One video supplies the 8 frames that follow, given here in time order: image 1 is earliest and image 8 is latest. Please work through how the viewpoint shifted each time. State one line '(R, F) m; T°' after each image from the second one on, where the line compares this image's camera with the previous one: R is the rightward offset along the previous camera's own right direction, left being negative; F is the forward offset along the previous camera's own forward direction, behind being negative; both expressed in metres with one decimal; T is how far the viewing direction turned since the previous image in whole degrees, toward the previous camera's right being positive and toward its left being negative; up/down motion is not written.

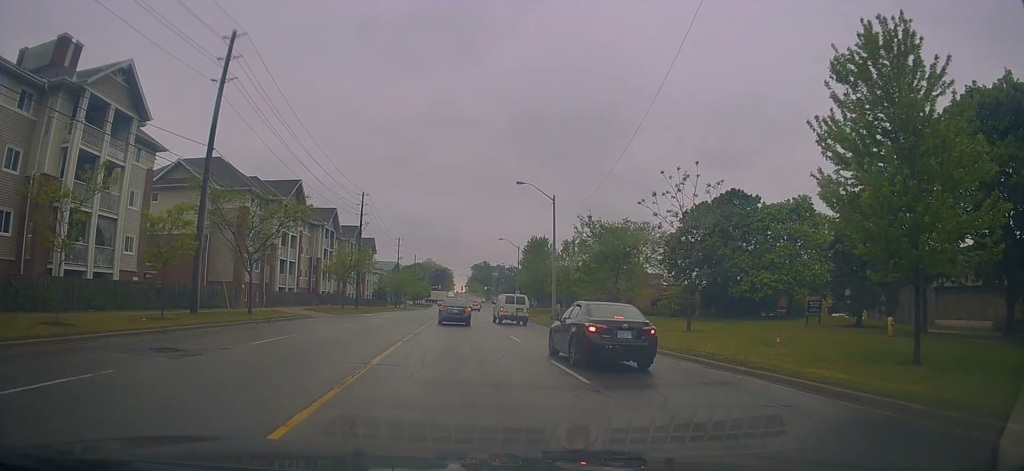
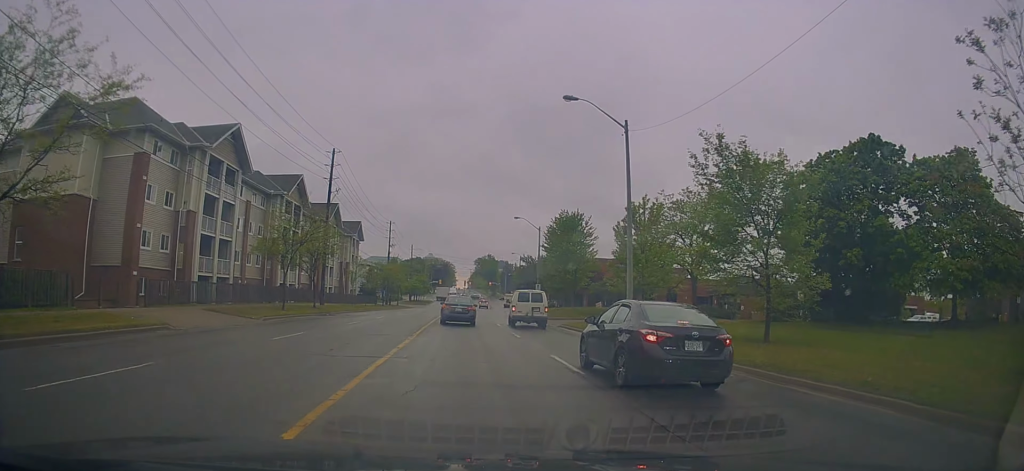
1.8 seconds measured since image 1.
(-0.7, +19.9) m; -2°
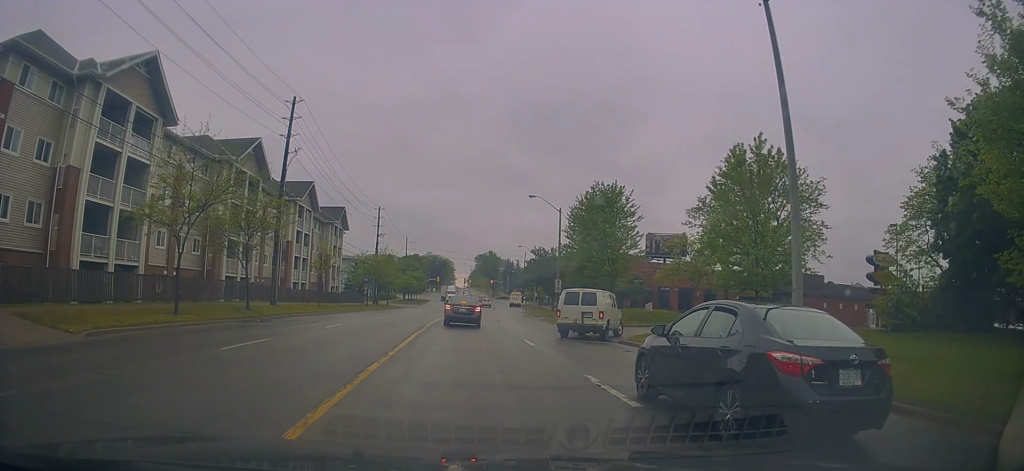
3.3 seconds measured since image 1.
(+0.5, +14.7) m; +3°
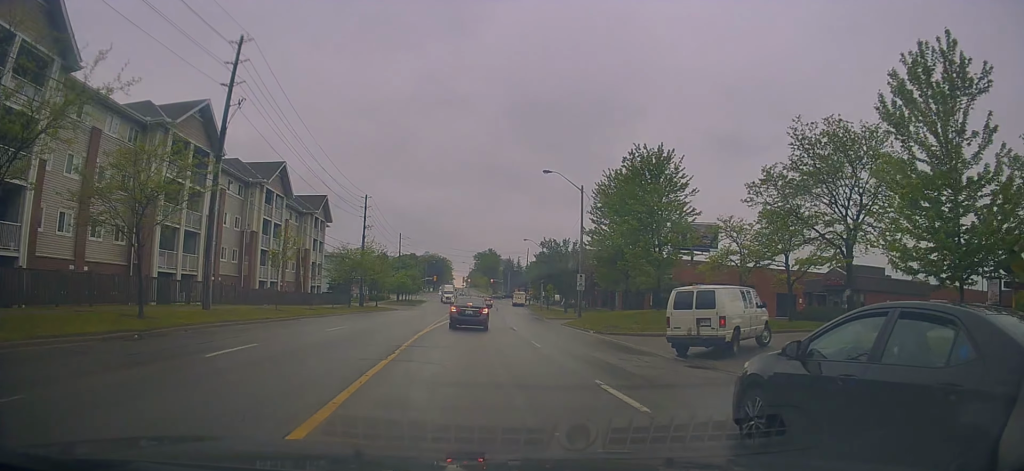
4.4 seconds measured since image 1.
(-0.1, +10.8) m; -4°
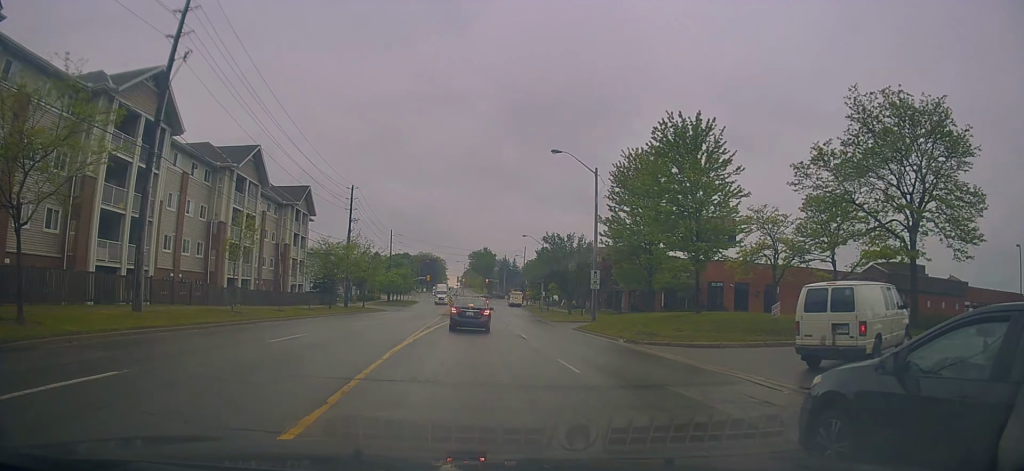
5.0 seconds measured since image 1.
(-0.4, +6.0) m; 0°
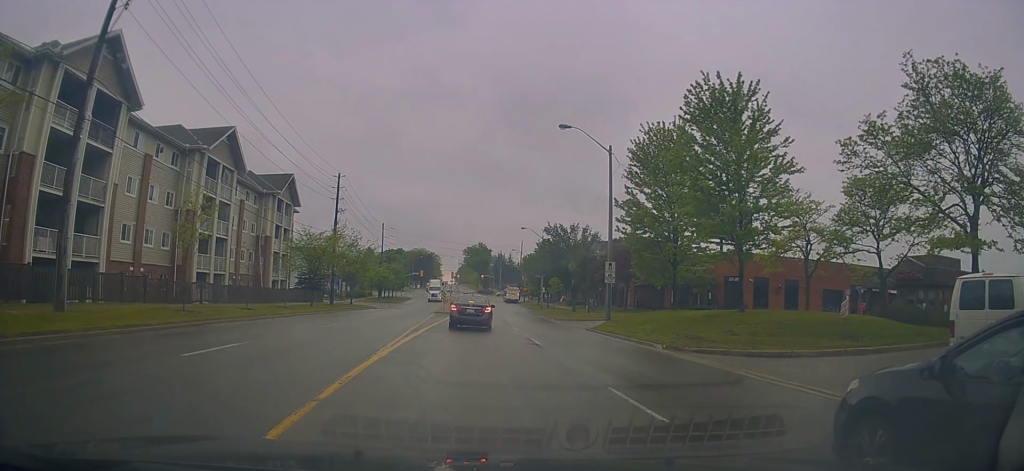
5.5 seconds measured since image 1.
(0.0, +5.0) m; +1°
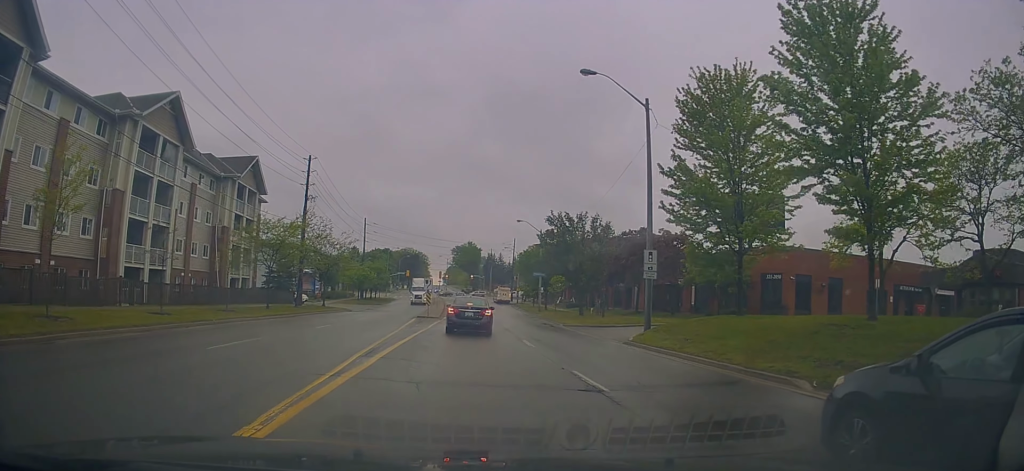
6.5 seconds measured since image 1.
(+0.4, +8.9) m; +2°
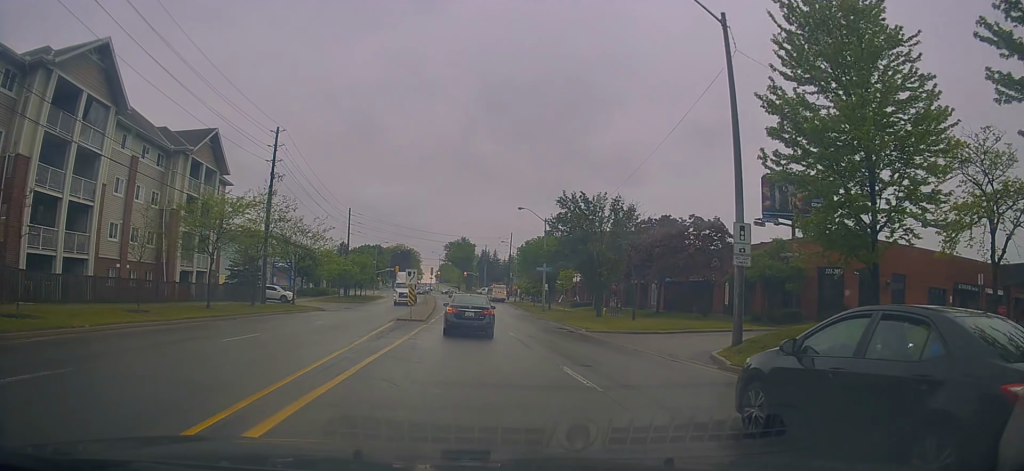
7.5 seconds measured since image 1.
(-0.1, +9.0) m; 0°
